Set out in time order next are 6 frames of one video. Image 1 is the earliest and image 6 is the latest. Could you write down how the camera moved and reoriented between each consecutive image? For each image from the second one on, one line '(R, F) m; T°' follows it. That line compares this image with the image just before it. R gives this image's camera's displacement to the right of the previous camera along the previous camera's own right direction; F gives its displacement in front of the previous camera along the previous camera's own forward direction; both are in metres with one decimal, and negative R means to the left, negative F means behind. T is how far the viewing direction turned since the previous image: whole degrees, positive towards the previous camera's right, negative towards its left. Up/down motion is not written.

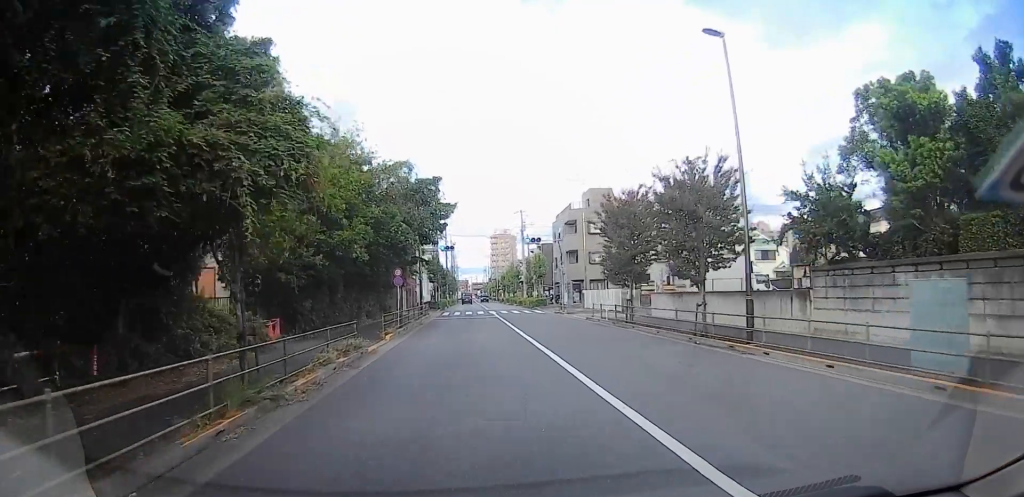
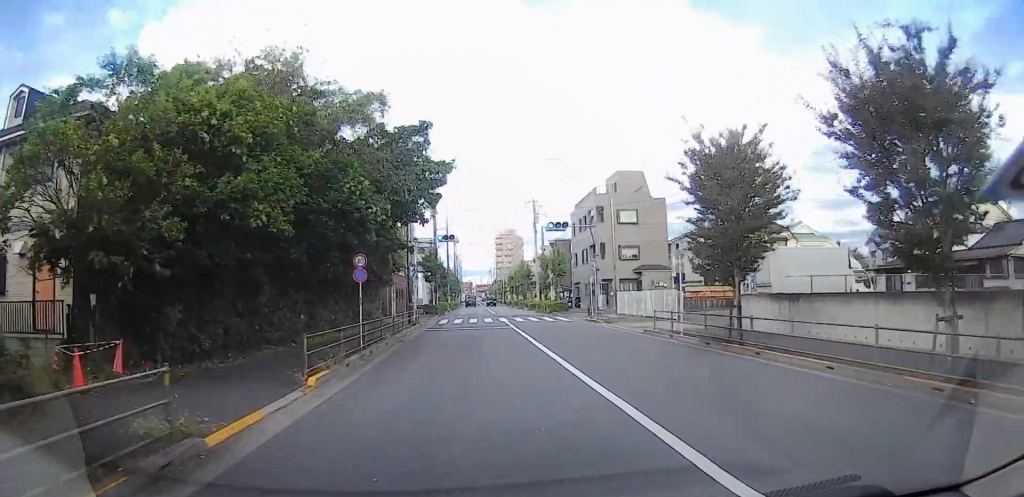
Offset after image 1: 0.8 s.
(+0.5, +9.6) m; -1°
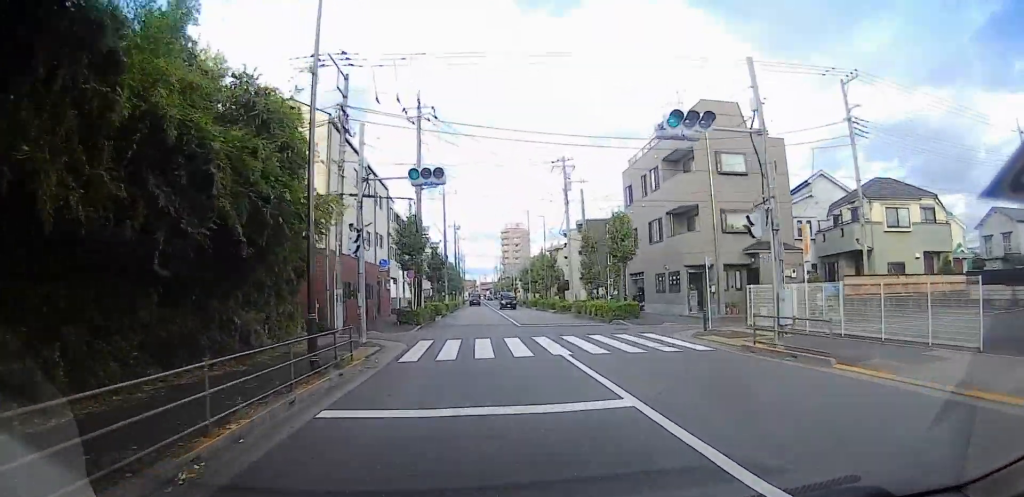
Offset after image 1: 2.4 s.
(-1.4, +19.7) m; -6°
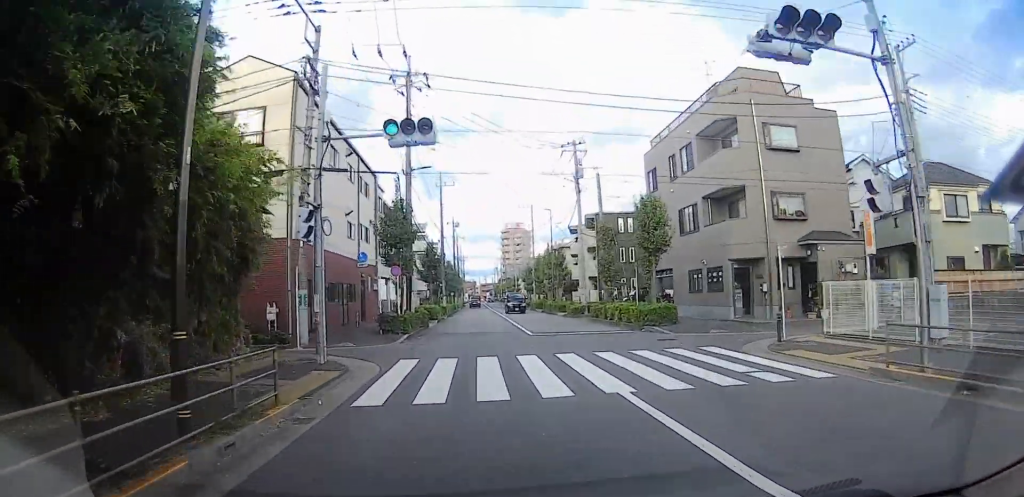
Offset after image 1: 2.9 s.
(0.0, +5.6) m; 0°
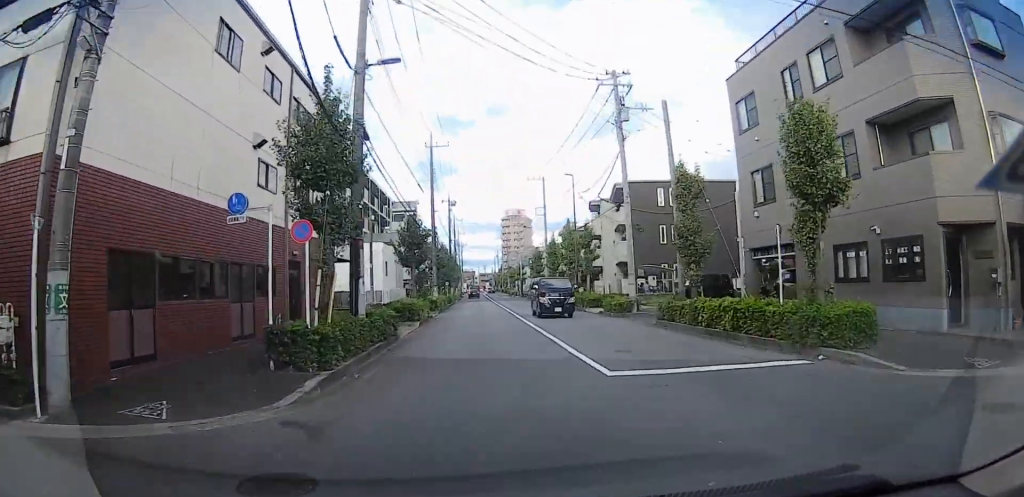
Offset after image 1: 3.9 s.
(0.0, +12.7) m; 0°
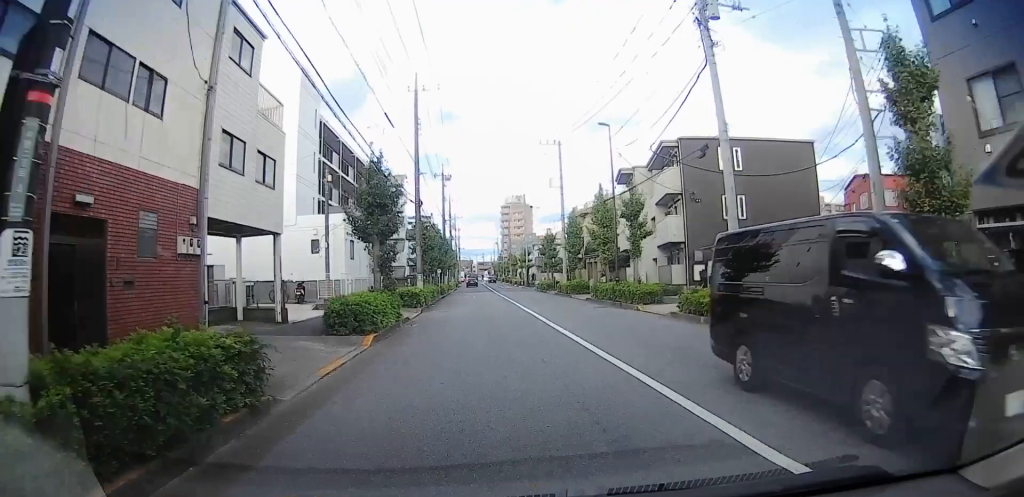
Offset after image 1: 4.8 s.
(0.0, +12.6) m; 0°
